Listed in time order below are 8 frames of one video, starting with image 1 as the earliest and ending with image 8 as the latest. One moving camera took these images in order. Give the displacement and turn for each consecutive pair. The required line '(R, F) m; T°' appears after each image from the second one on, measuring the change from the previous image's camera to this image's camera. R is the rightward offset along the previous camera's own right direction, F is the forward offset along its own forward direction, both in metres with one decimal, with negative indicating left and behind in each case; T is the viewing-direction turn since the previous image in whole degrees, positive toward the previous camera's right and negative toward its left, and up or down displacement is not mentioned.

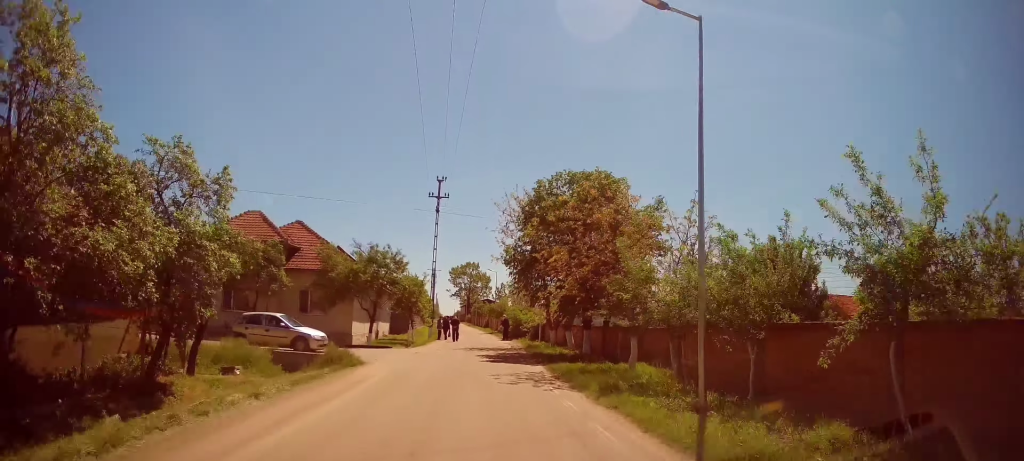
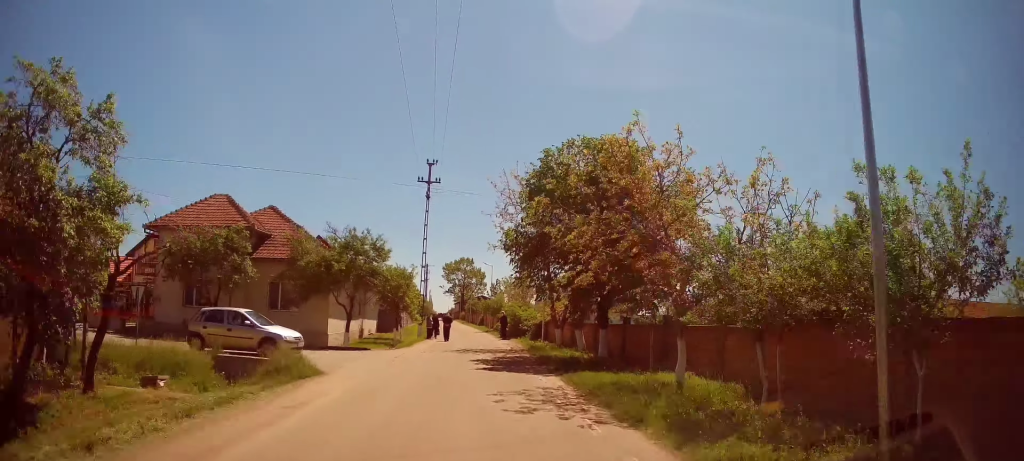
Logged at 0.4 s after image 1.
(+0.1, +4.0) m; +1°
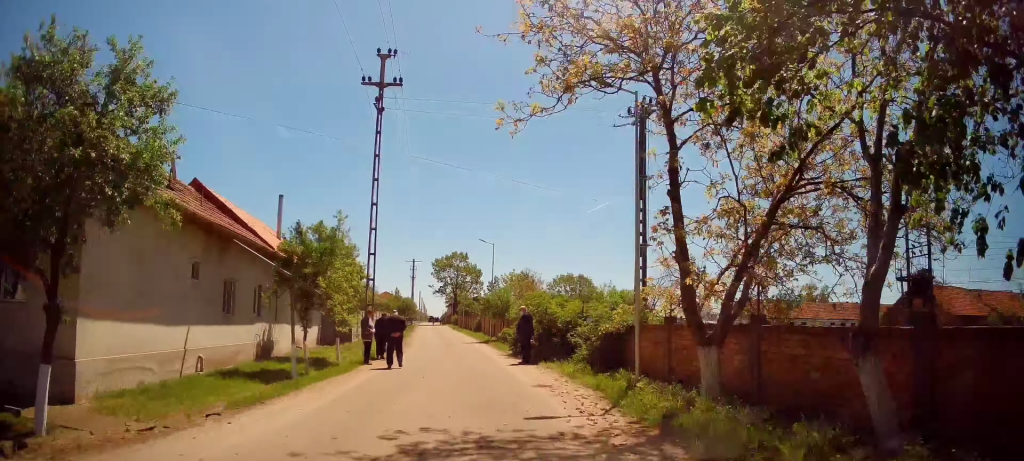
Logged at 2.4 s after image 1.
(-0.1, +18.3) m; 0°
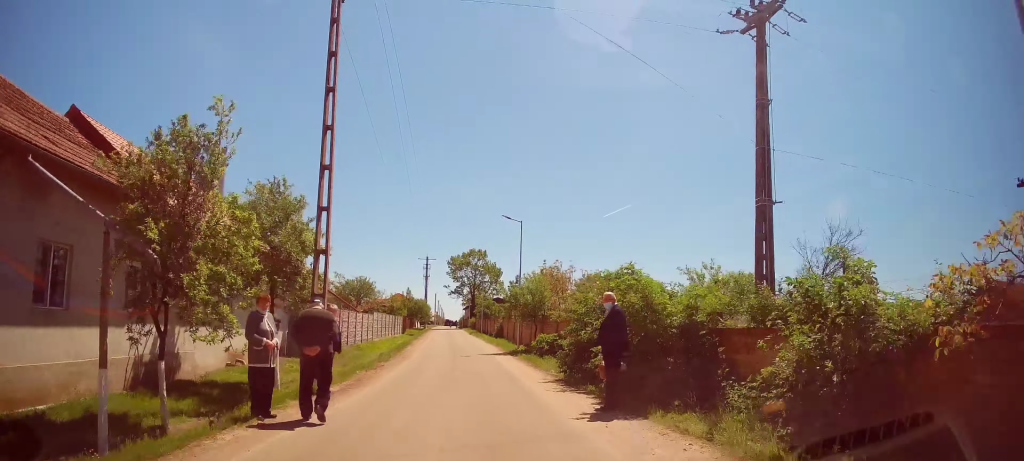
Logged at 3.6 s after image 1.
(+0.1, +9.8) m; +1°
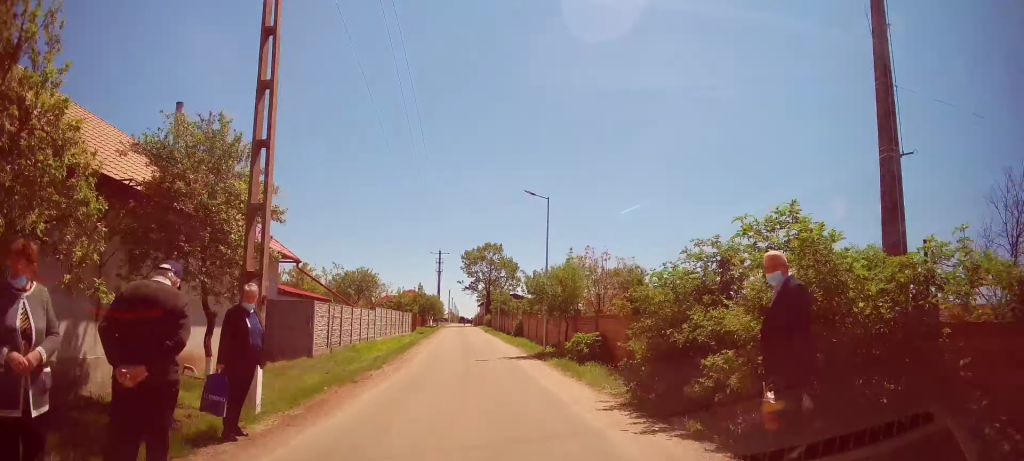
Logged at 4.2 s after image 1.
(+0.1, +4.7) m; -3°
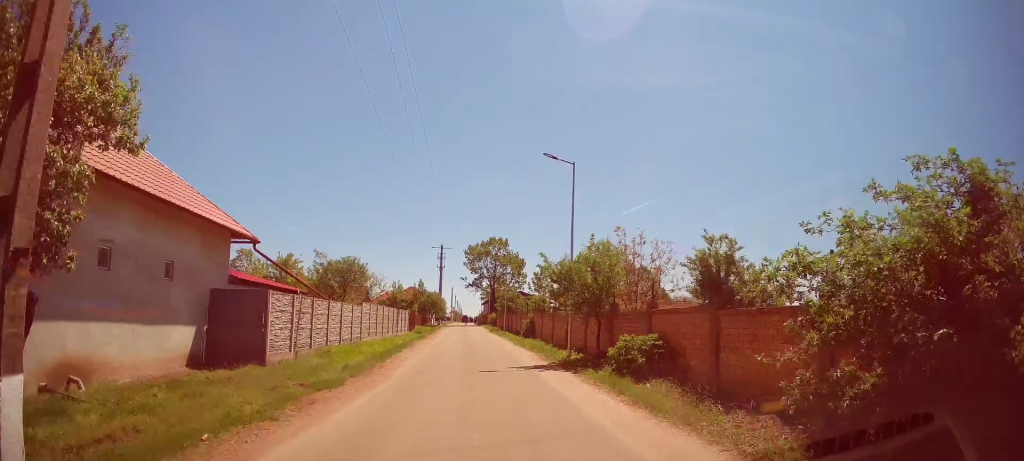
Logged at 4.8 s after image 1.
(+0.1, +4.8) m; -2°
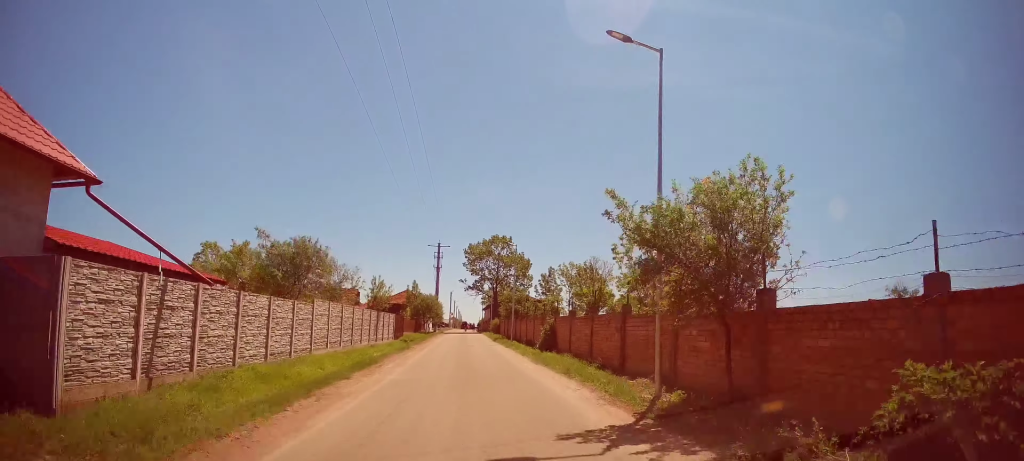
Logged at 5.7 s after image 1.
(-0.7, +8.3) m; -2°
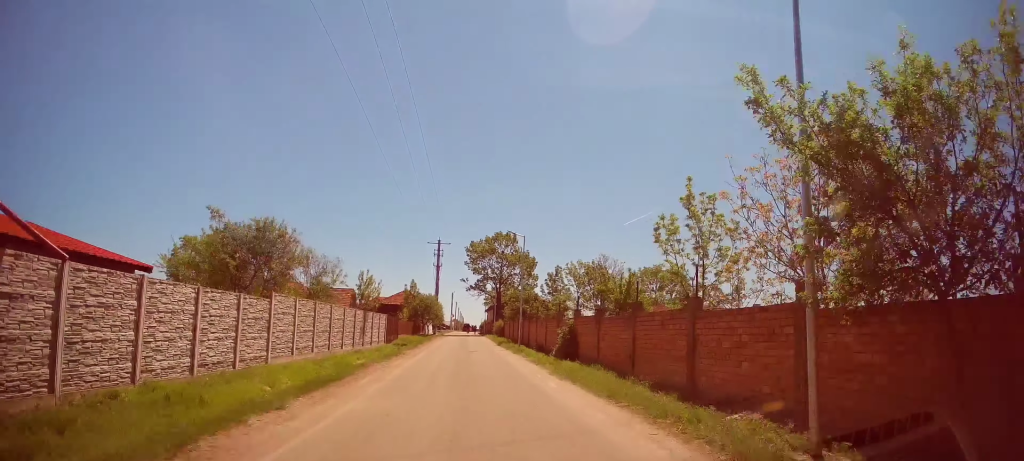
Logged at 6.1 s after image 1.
(+0.2, +4.2) m; +2°
